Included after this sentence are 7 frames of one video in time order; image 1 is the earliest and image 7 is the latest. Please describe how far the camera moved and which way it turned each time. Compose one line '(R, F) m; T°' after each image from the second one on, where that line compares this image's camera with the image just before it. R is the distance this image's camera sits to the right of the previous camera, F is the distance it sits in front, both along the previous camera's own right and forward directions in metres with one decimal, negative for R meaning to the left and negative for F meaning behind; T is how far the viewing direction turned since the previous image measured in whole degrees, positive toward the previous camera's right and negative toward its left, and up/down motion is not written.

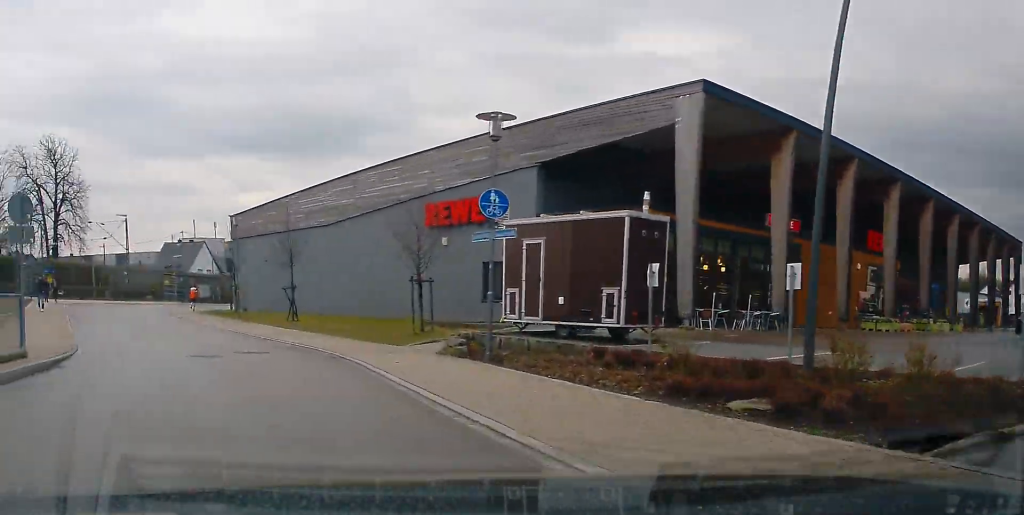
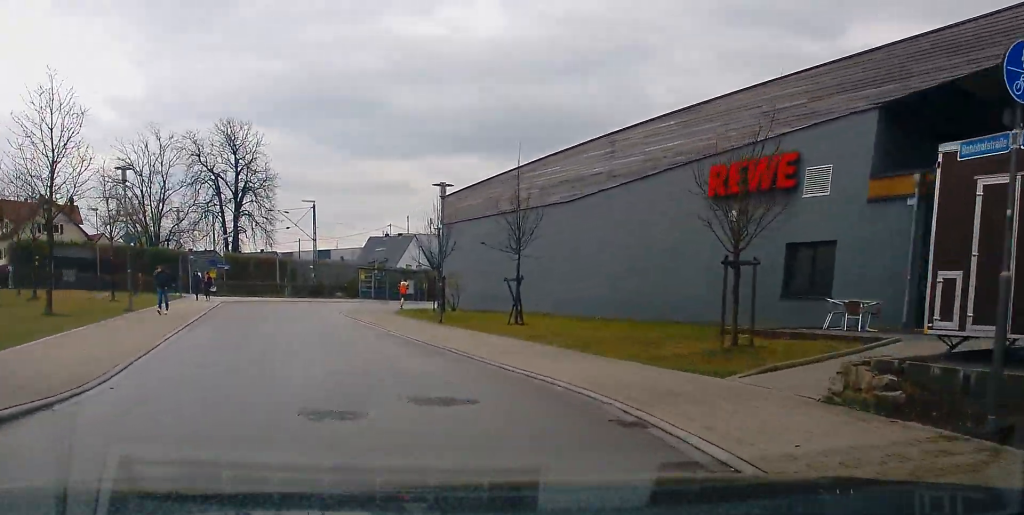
(-0.5, +8.7) m; -7°
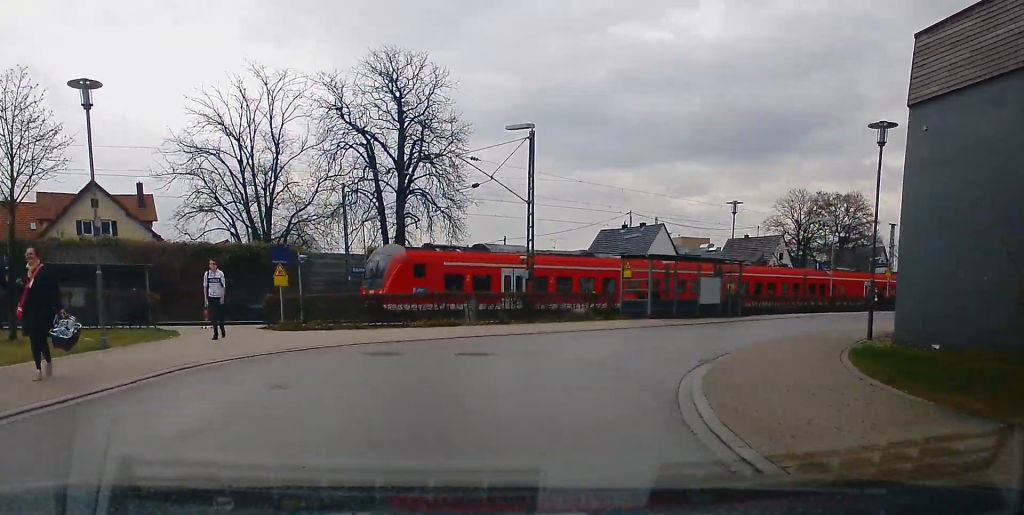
(-0.4, +28.8) m; +11°
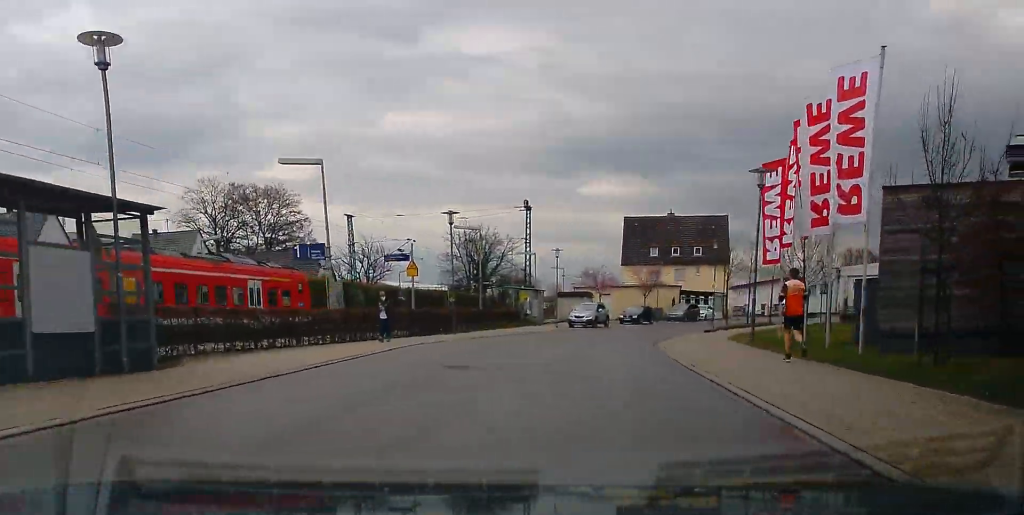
(+5.3, +23.3) m; +29°
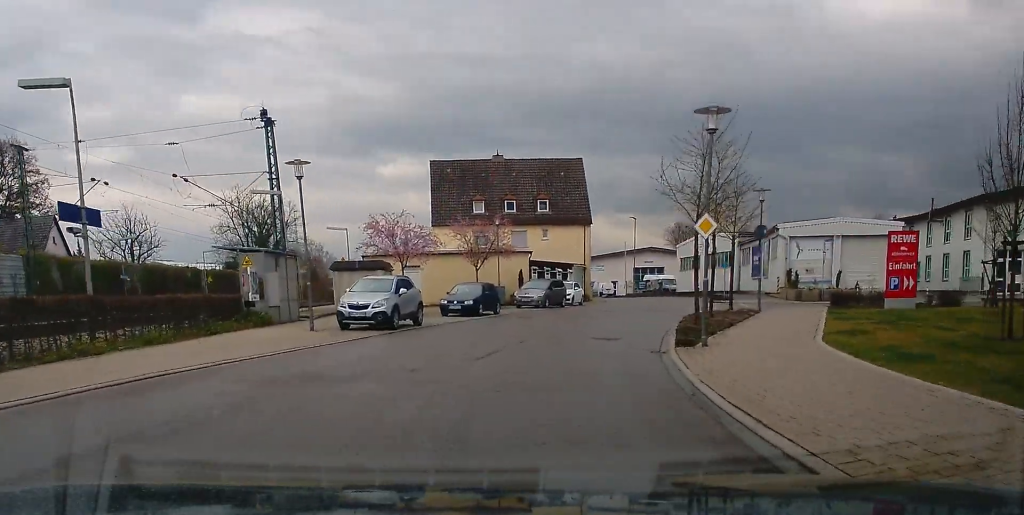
(+6.7, +28.1) m; +20°
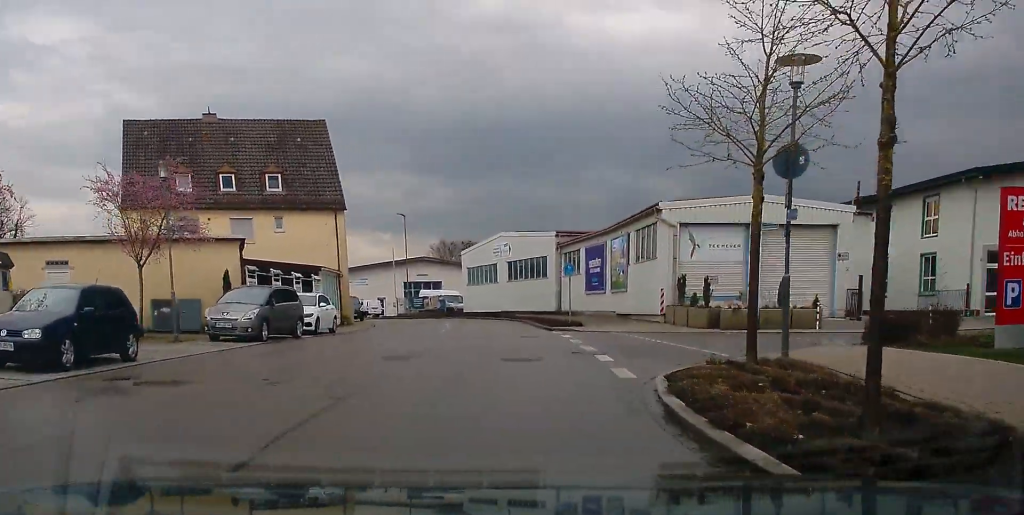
(+1.8, +21.4) m; +6°
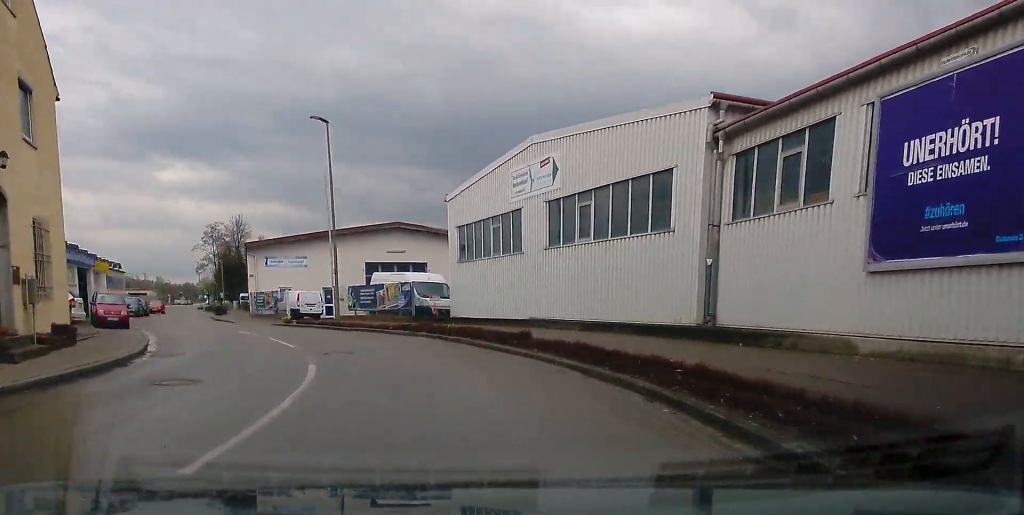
(+0.3, +36.5) m; -8°
